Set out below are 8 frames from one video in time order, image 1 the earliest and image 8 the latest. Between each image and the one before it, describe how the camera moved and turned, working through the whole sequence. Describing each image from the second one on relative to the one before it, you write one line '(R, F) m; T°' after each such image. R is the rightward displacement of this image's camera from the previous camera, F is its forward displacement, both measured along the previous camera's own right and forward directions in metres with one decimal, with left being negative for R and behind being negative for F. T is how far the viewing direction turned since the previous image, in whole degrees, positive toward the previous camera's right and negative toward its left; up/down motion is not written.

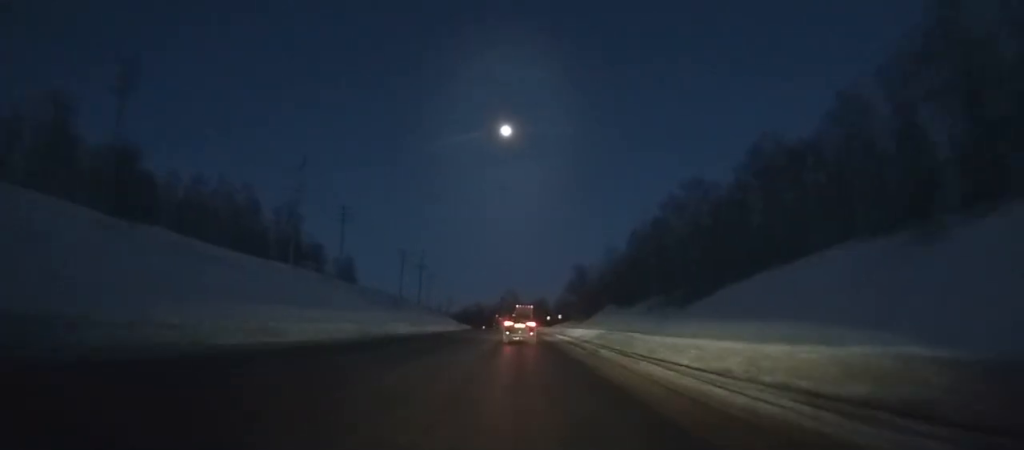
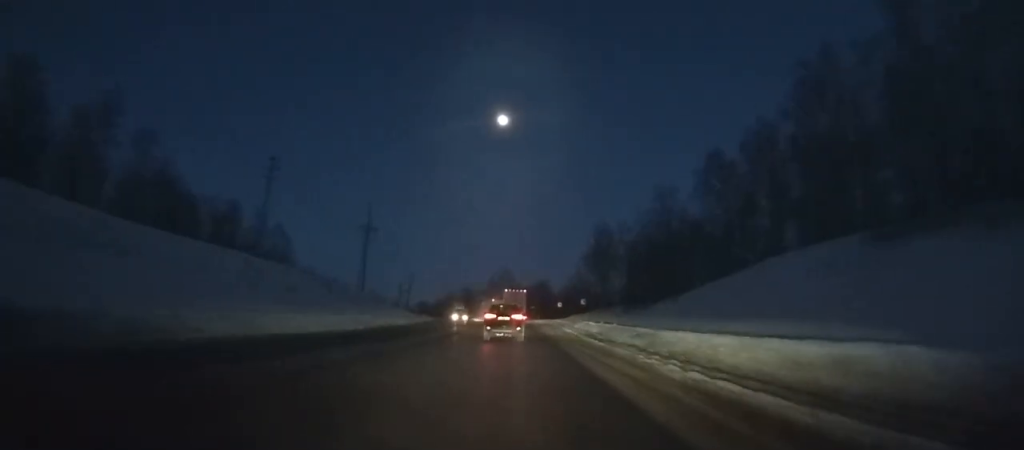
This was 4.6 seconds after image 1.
(-0.2, +57.2) m; 0°
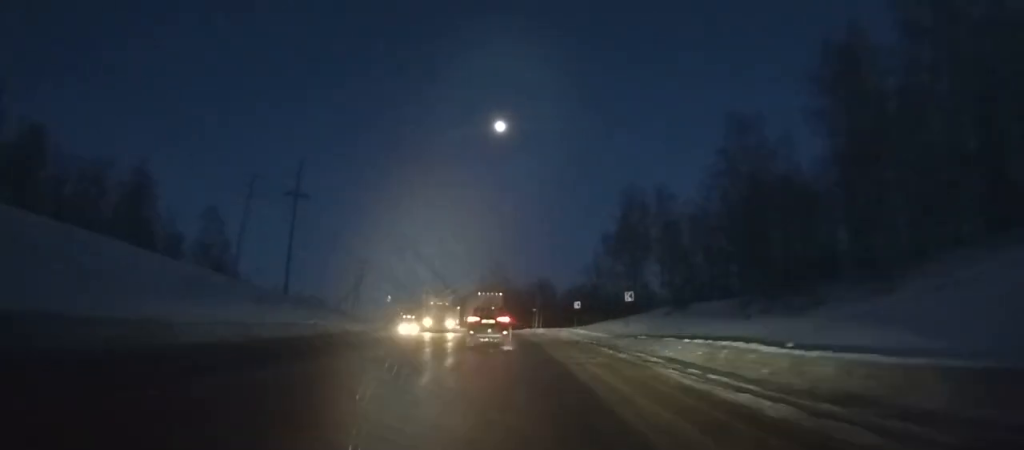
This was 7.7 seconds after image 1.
(0.0, +35.6) m; -1°
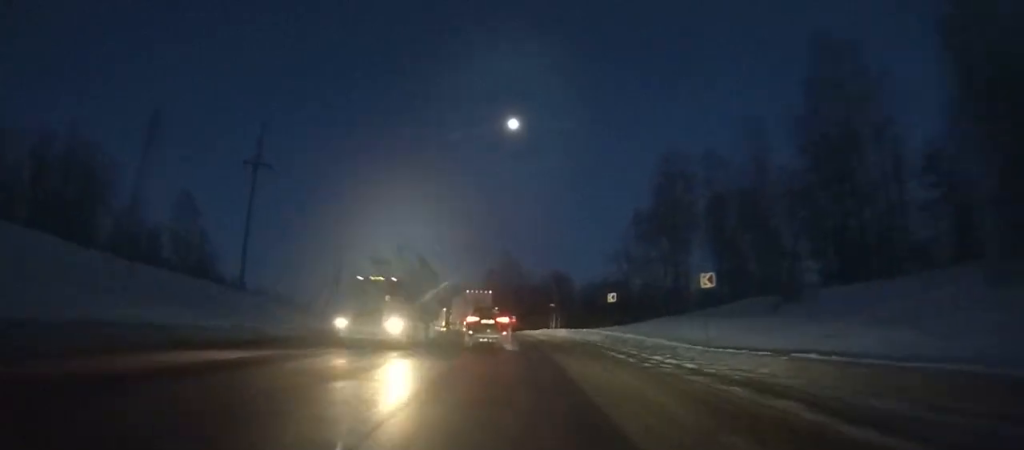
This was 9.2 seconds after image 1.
(+0.1, +16.5) m; -1°
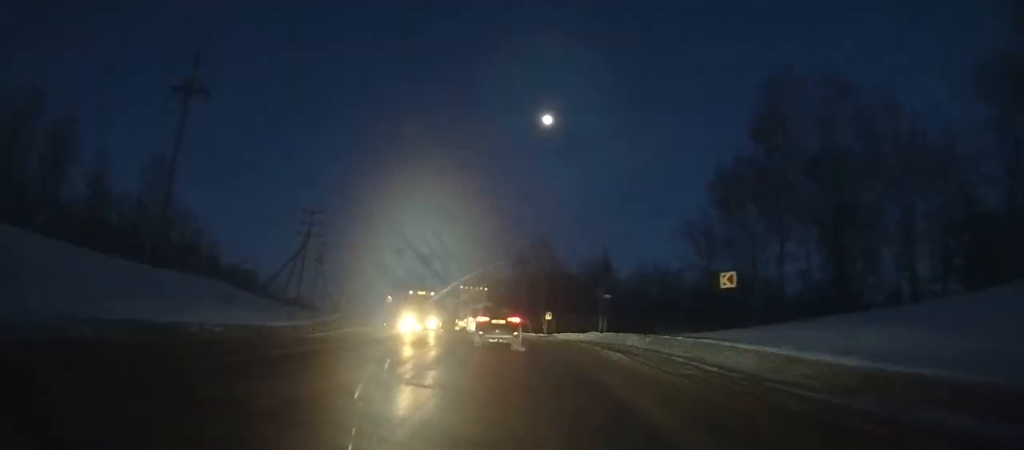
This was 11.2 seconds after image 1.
(-0.5, +20.1) m; -3°
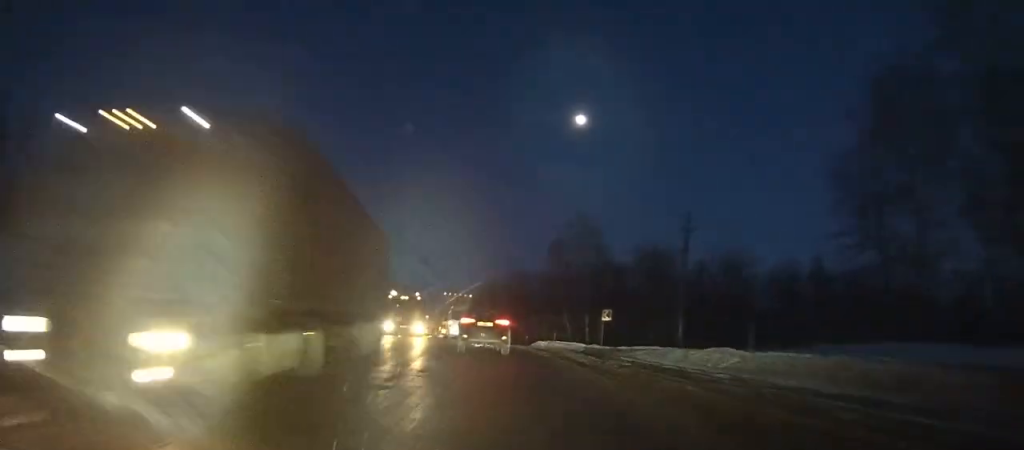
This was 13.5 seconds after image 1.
(-0.6, +21.6) m; -4°
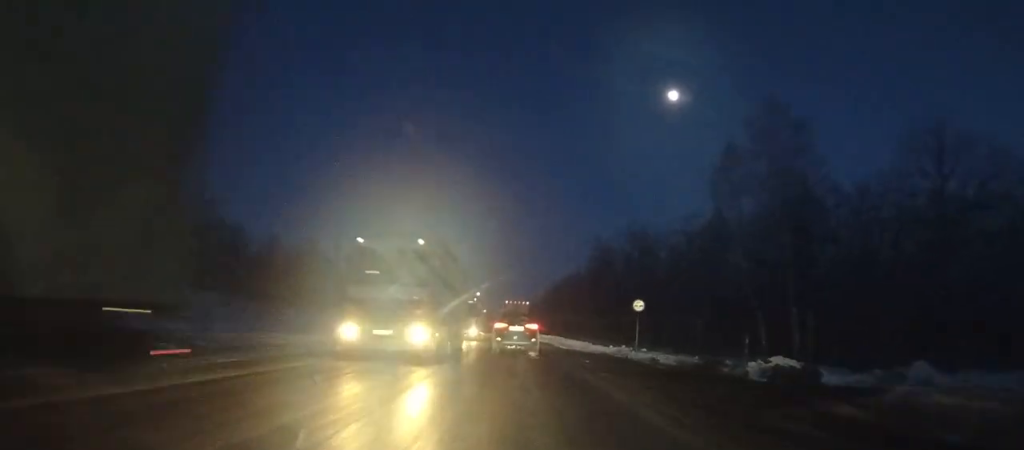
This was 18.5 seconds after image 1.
(-3.5, +43.0) m; -8°
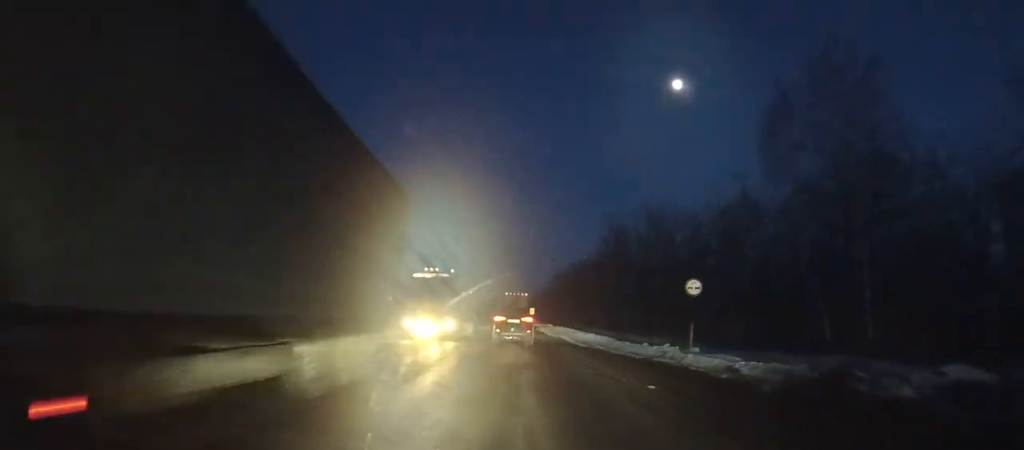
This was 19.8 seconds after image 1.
(0.0, +11.3) m; -1°
